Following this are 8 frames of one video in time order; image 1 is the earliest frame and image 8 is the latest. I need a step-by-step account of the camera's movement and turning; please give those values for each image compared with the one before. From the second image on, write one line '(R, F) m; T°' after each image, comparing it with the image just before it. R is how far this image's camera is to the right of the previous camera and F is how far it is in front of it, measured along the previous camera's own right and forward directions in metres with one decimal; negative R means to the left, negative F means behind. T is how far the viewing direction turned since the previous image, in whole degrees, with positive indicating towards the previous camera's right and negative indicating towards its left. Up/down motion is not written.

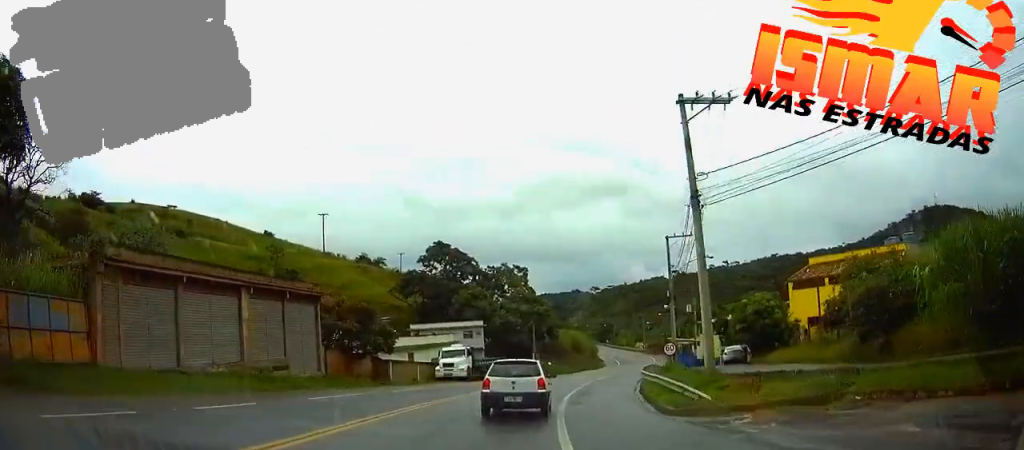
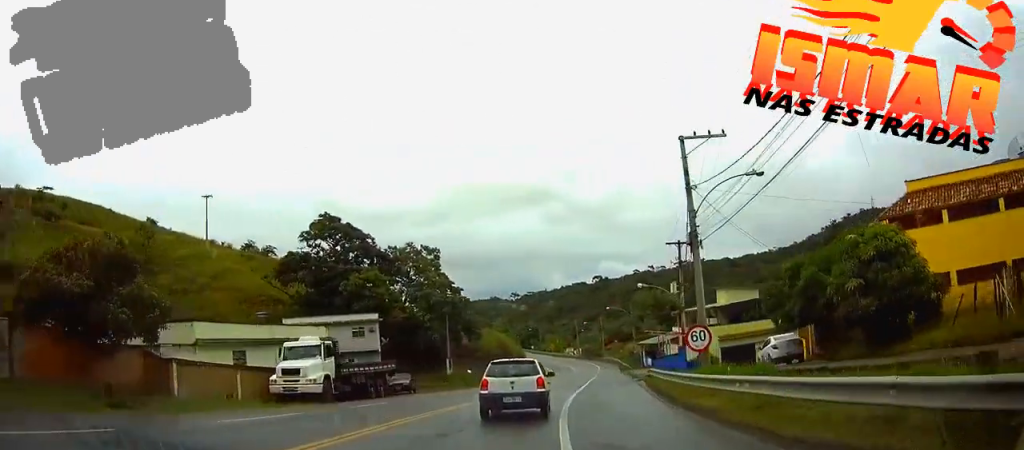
(+1.9, +22.2) m; +10°
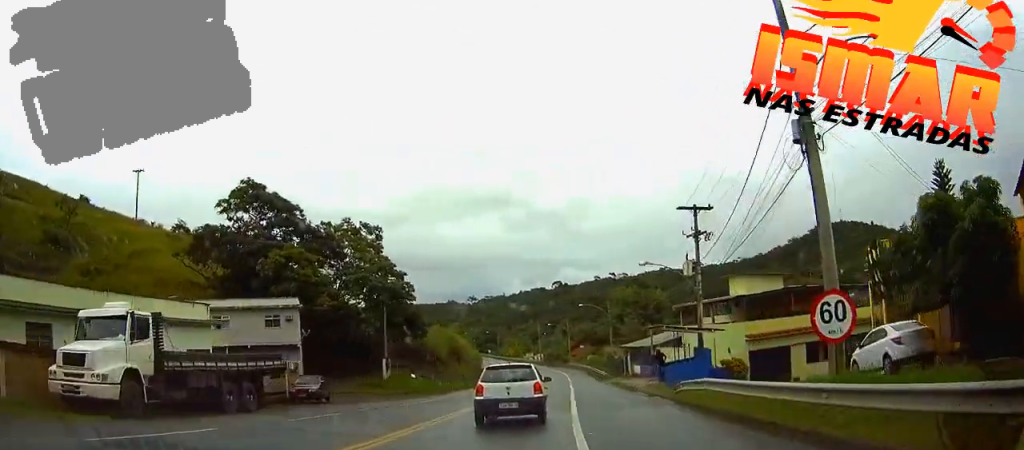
(+0.7, +13.7) m; +3°
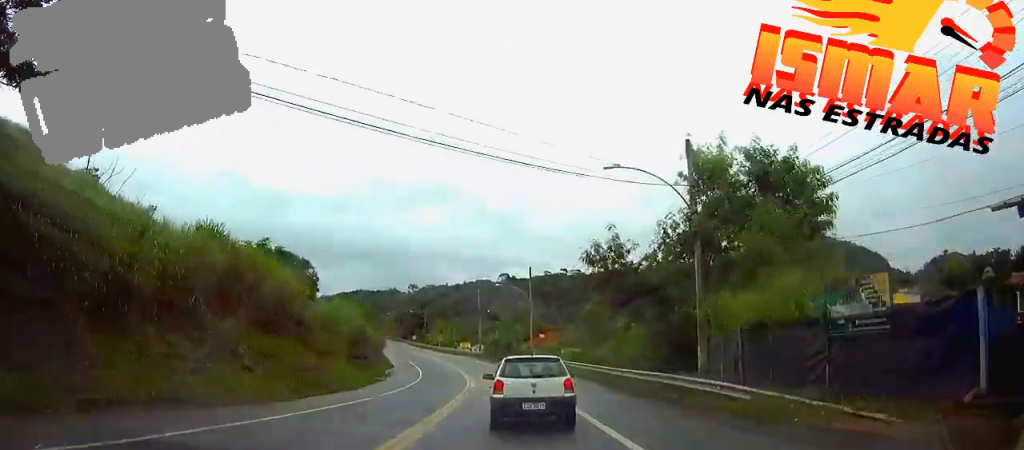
(+2.0, +51.5) m; +3°
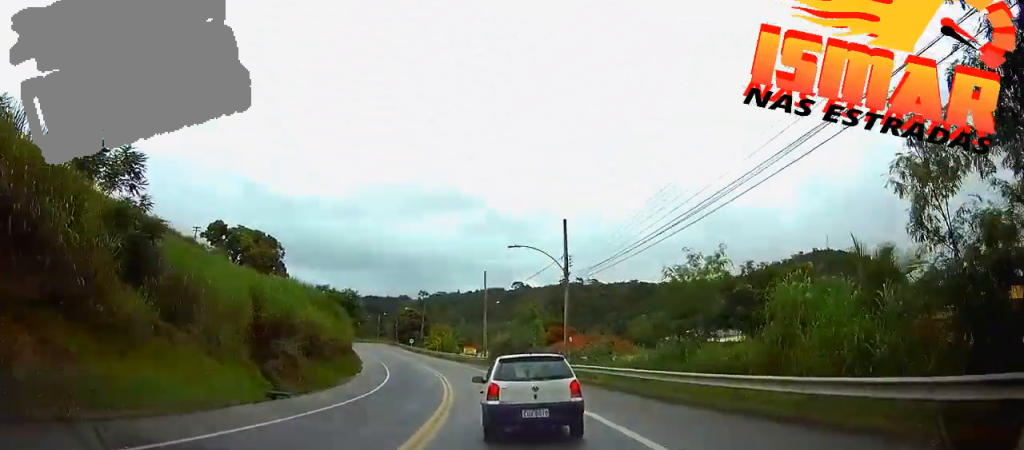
(-0.3, +24.7) m; -2°
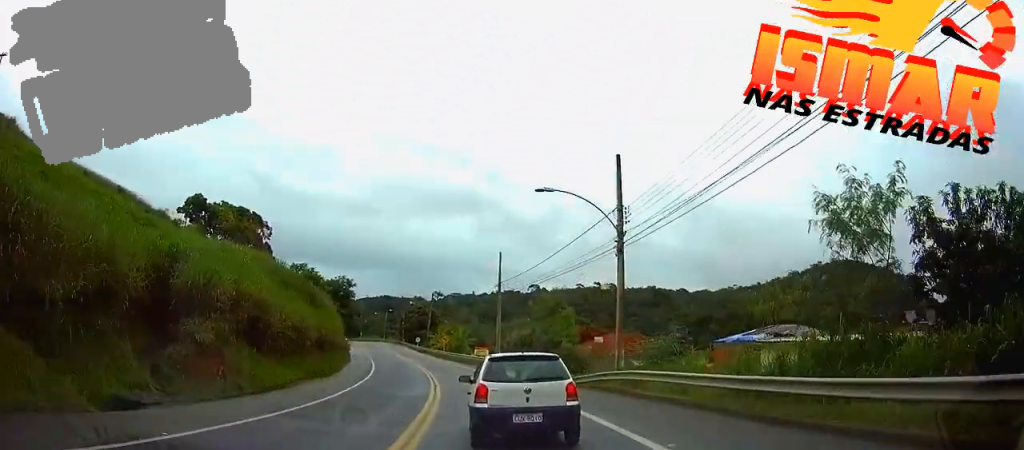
(0.0, +13.0) m; -2°
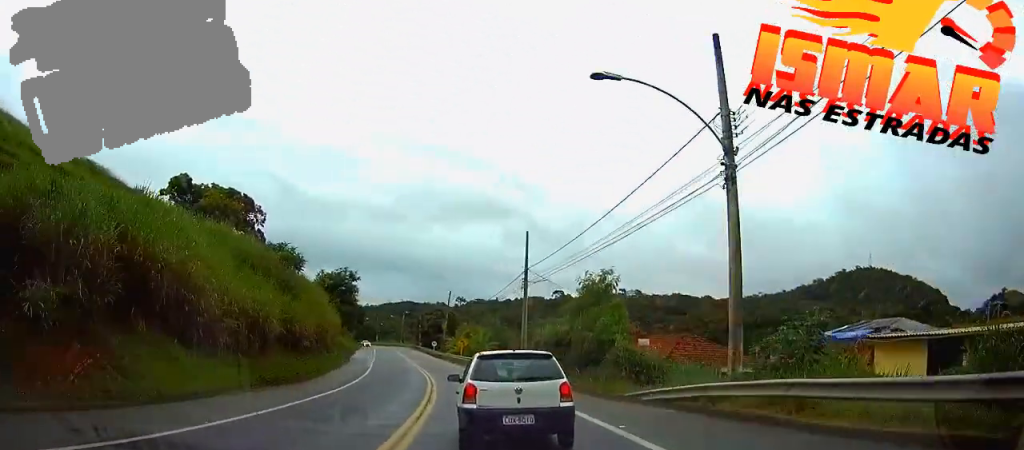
(-0.2, +10.2) m; -2°
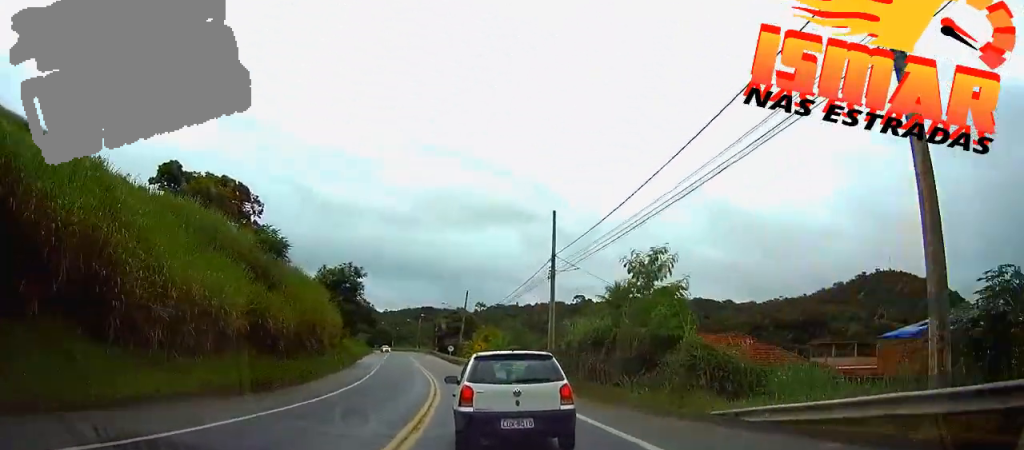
(-0.1, +7.1) m; -2°
